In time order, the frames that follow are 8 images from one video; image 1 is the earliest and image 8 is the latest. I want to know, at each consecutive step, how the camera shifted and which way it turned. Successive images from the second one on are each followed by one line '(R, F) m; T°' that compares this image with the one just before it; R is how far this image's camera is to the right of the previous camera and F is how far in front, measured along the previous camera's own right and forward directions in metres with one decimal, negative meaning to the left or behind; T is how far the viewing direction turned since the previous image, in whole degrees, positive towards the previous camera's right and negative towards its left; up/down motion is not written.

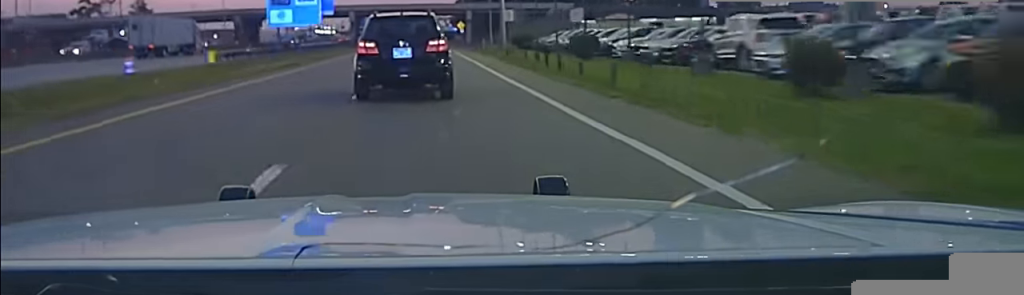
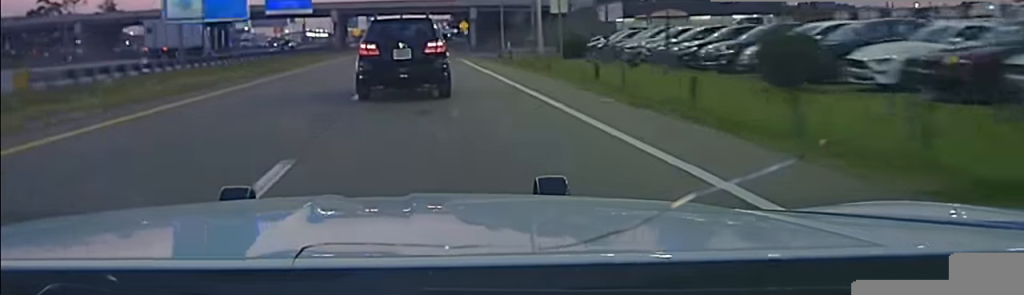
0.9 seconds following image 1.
(+0.1, +23.6) m; 0°
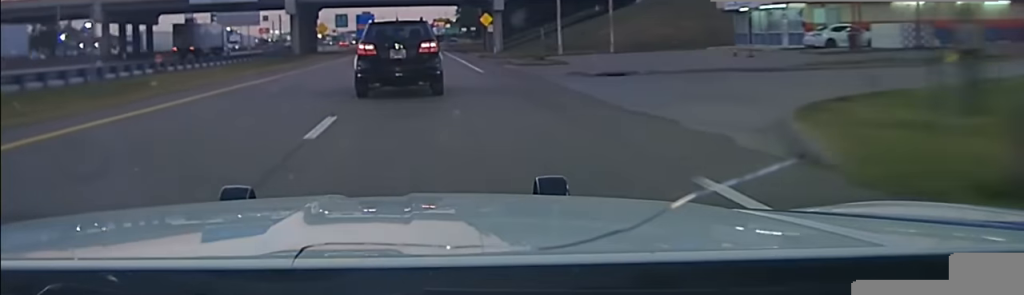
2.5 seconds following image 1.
(-0.4, +37.7) m; -1°
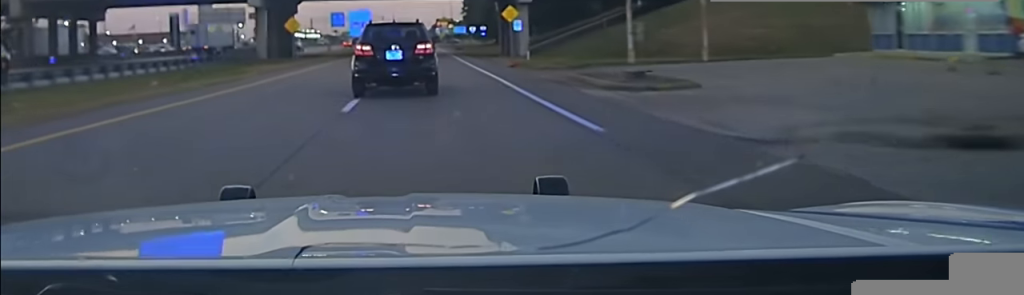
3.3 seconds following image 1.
(+0.1, +17.7) m; +1°
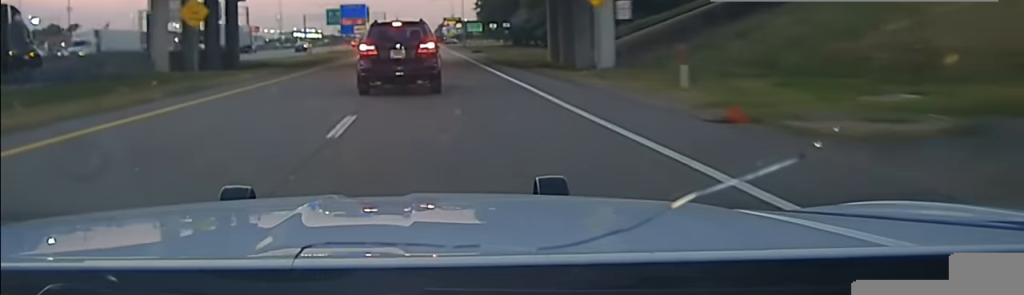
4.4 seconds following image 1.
(+0.2, +30.2) m; 0°
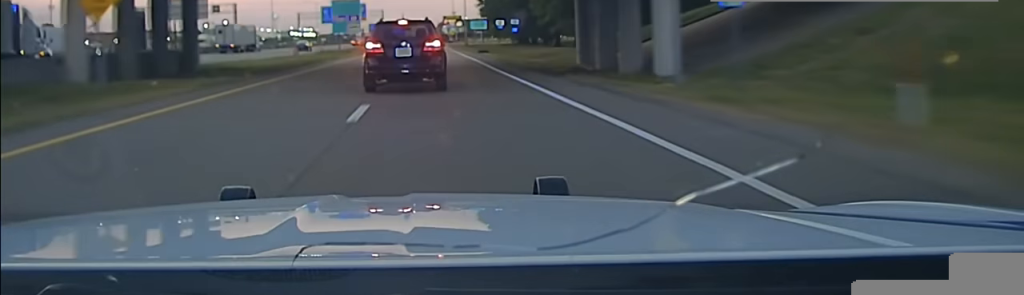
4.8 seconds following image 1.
(0.0, +9.9) m; 0°
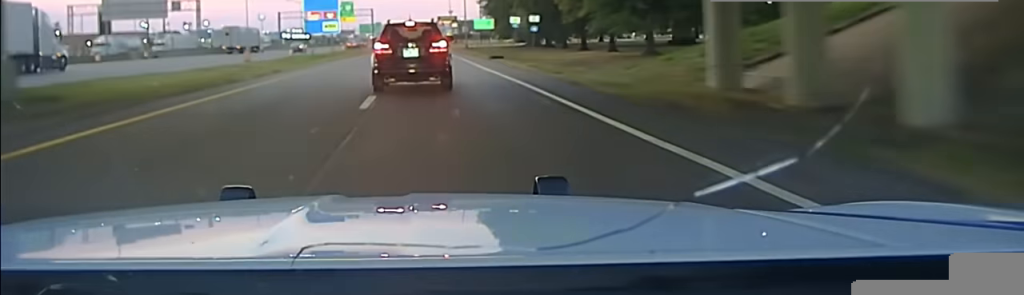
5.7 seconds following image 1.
(0.0, +21.2) m; 0°
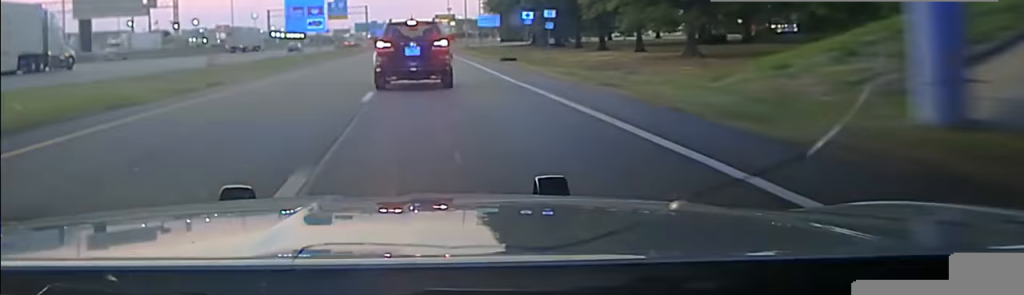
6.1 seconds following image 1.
(0.0, +10.4) m; 0°
